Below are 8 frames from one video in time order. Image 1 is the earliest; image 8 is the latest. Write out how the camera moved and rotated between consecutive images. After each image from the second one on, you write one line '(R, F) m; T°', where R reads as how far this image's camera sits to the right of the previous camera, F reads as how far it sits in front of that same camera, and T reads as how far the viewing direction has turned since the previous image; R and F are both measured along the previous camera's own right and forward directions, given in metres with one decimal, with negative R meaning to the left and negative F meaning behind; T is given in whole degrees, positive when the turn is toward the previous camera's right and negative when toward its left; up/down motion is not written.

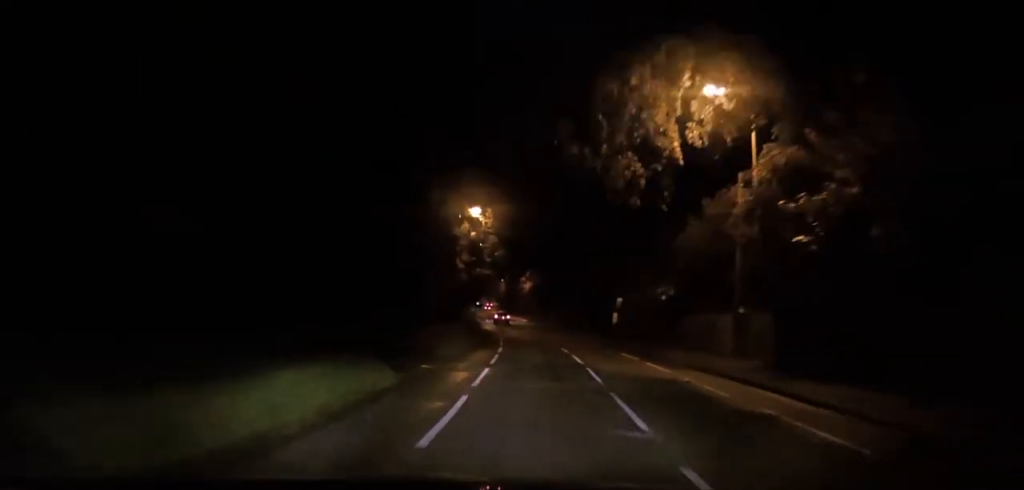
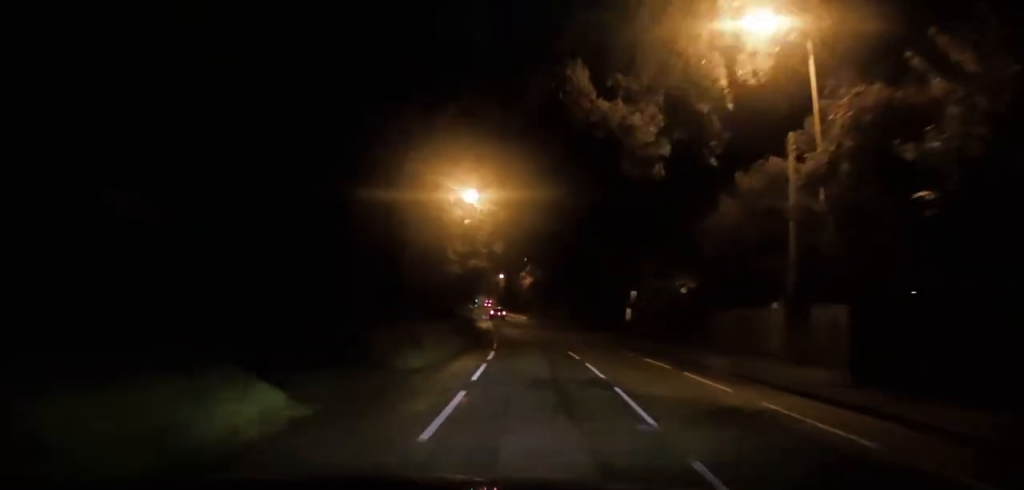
(0.0, +5.8) m; 0°
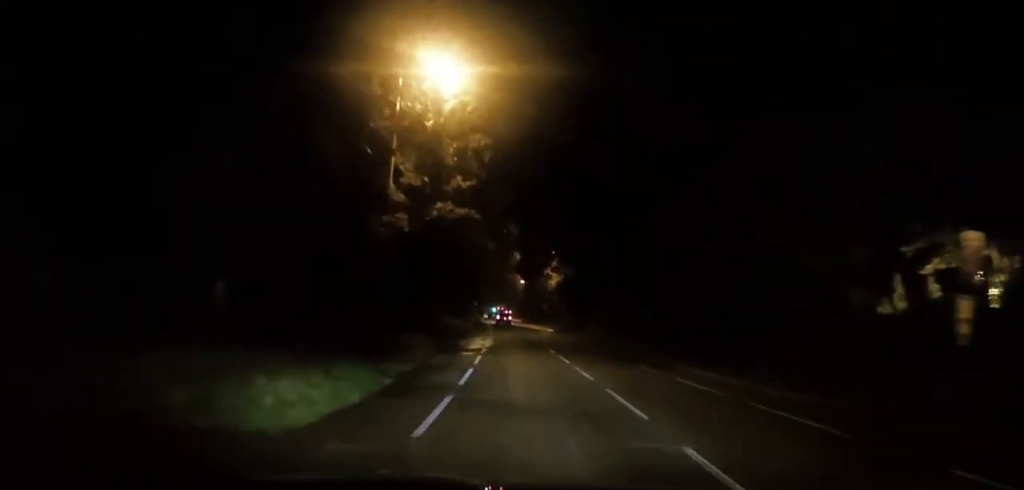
(-0.4, +28.9) m; +1°
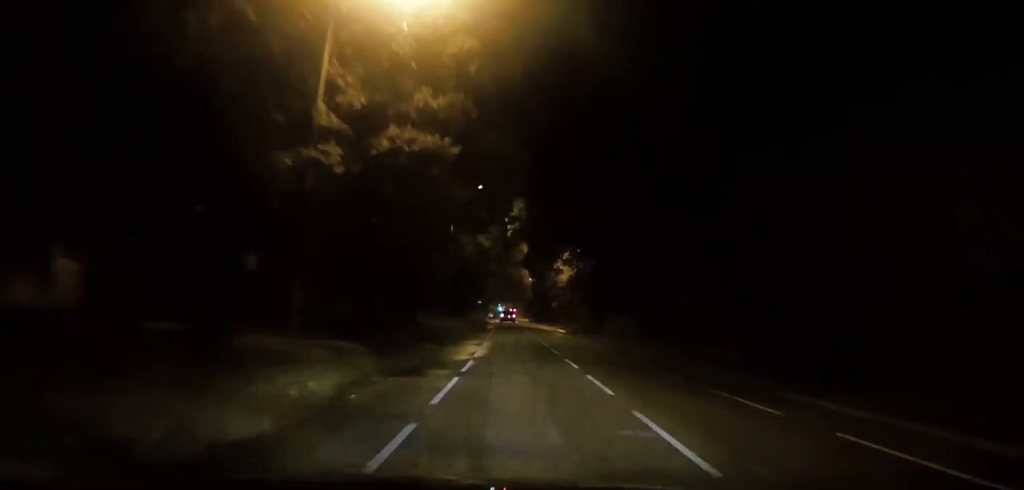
(+0.3, +9.7) m; +2°
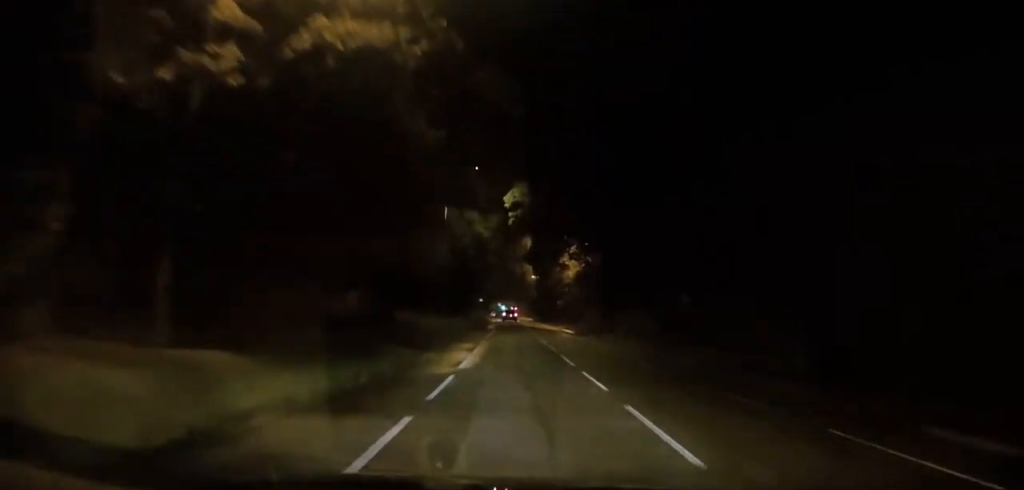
(+0.1, +5.9) m; +1°
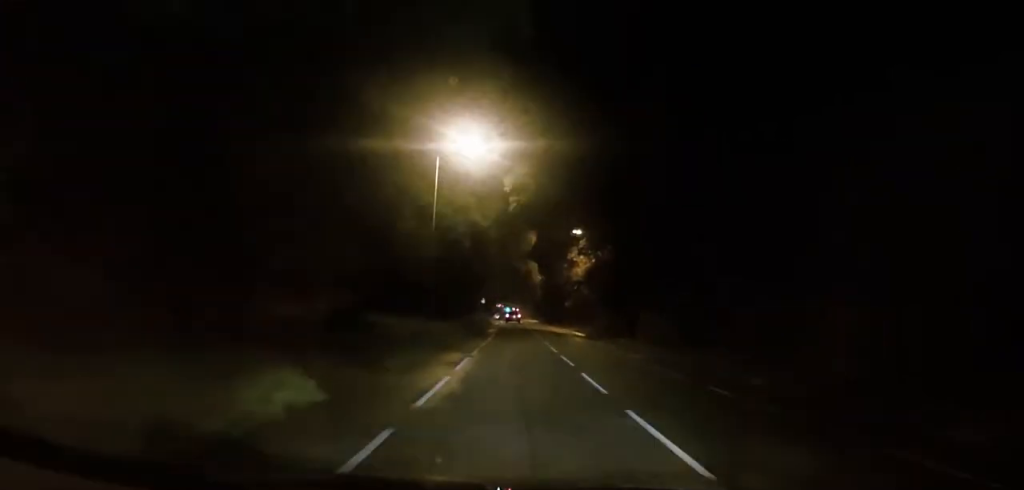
(0.0, +6.8) m; 0°
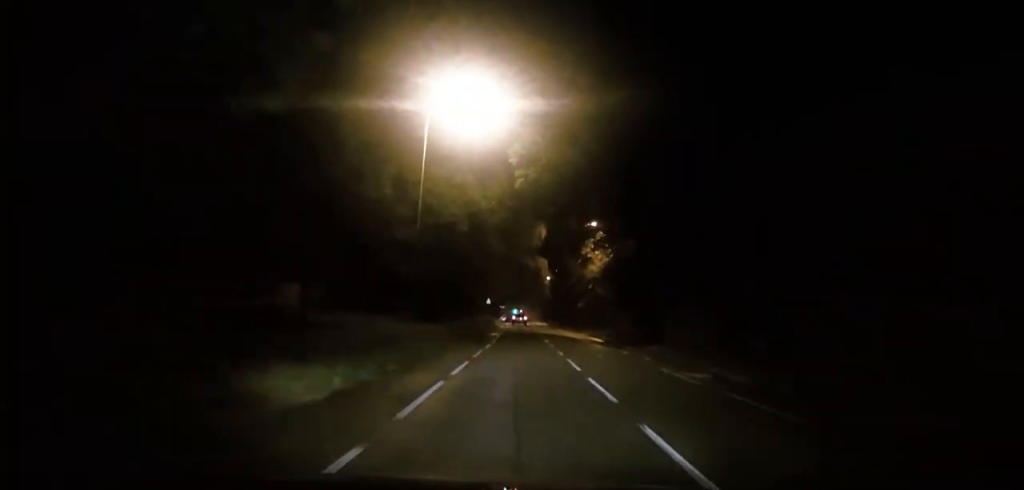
(0.0, +7.7) m; 0°
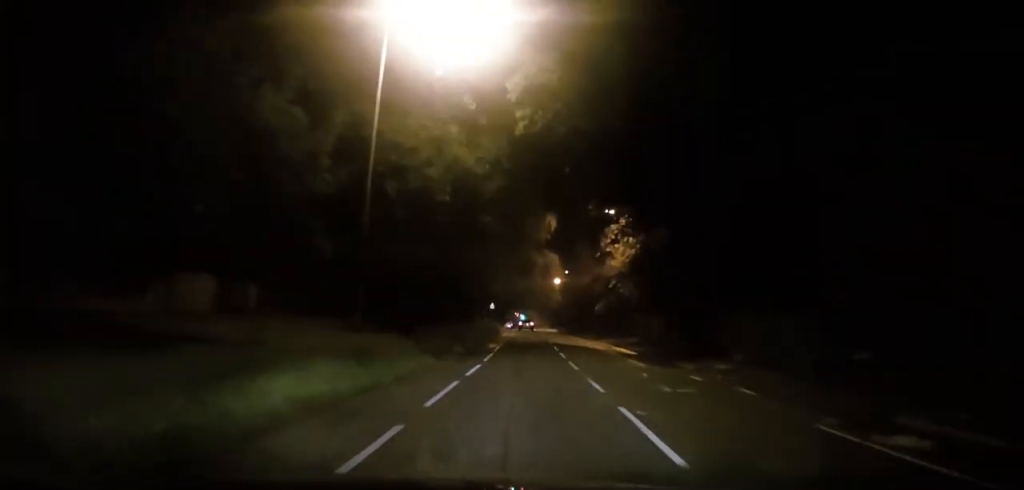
(0.0, +10.7) m; +1°
